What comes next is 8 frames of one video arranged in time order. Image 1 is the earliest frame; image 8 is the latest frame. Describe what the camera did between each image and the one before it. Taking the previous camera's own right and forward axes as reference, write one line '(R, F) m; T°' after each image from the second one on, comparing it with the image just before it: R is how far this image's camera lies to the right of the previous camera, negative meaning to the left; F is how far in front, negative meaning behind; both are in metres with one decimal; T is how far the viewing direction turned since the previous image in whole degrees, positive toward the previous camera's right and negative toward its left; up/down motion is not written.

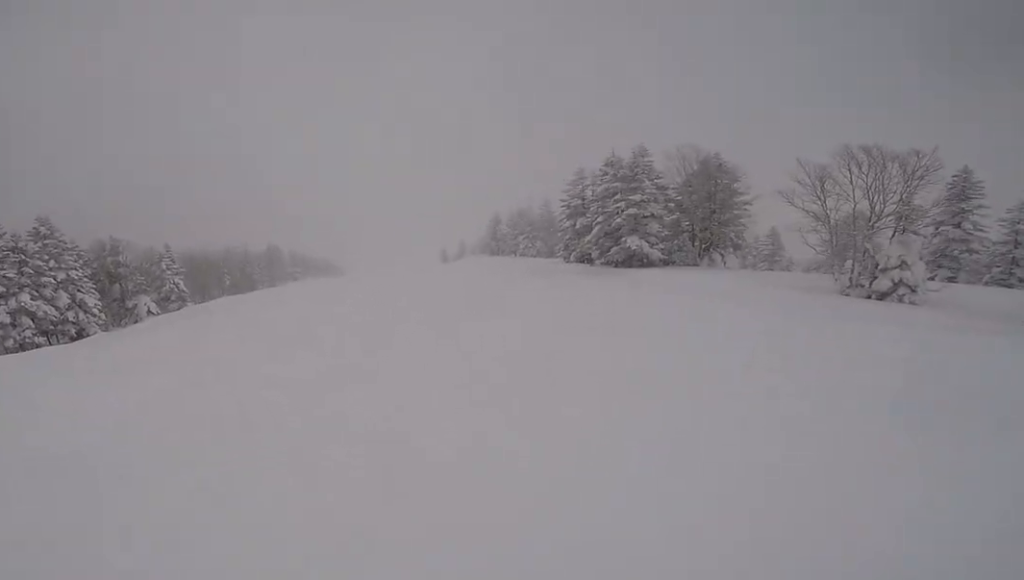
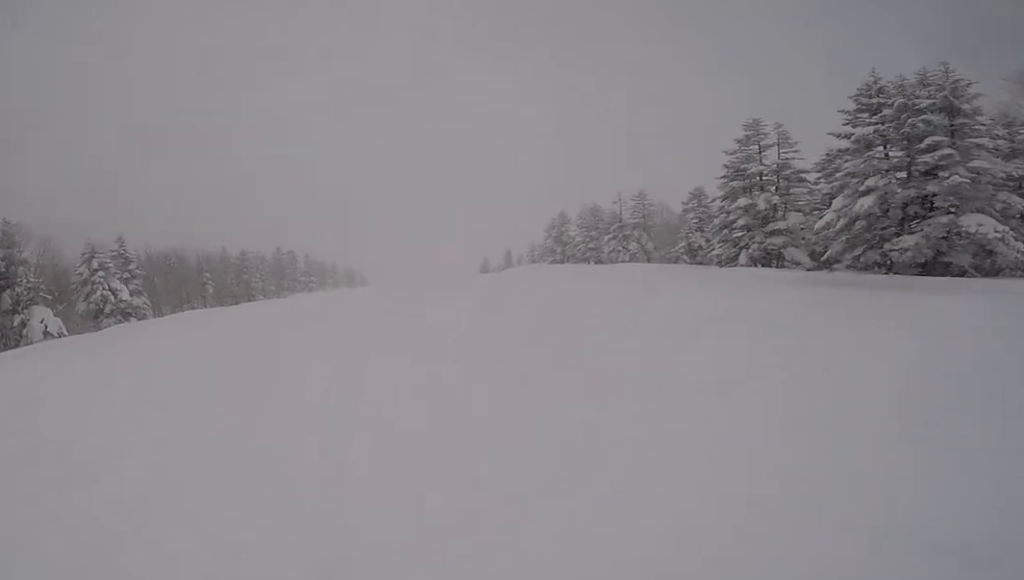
(-1.1, +16.0) m; -2°
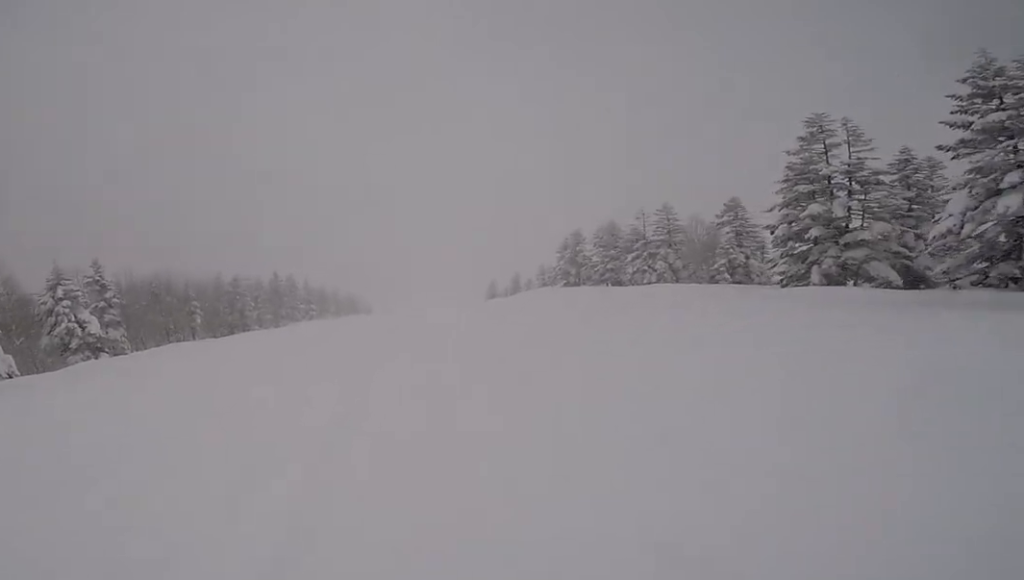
(+0.8, +4.2) m; 0°
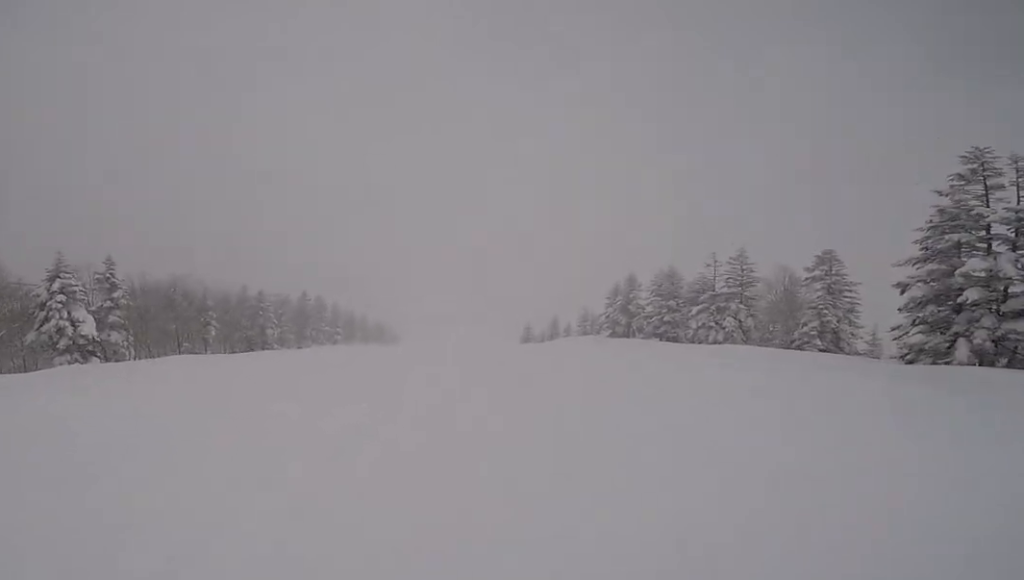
(+0.8, +4.2) m; 0°
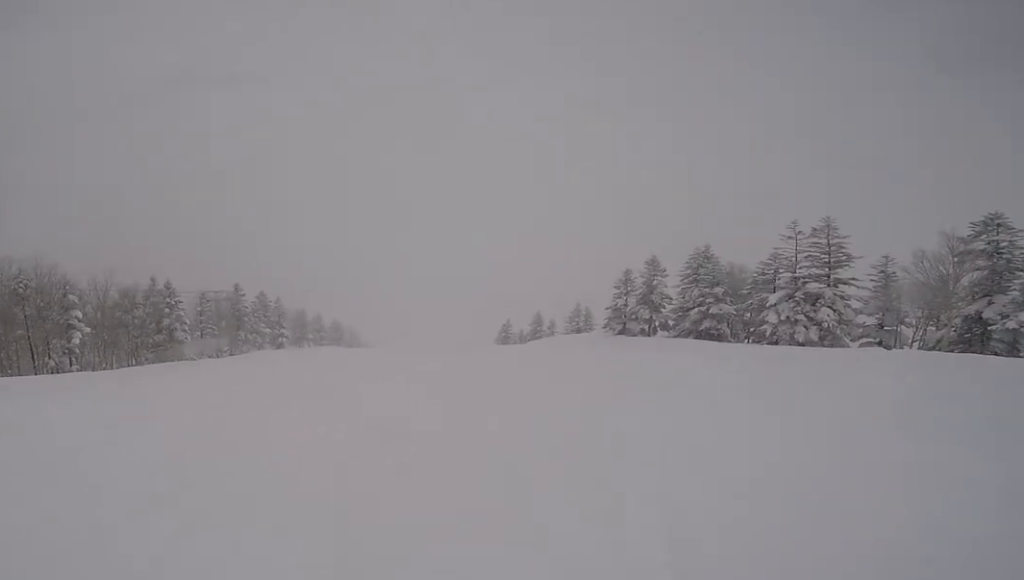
(-1.2, +13.1) m; +1°
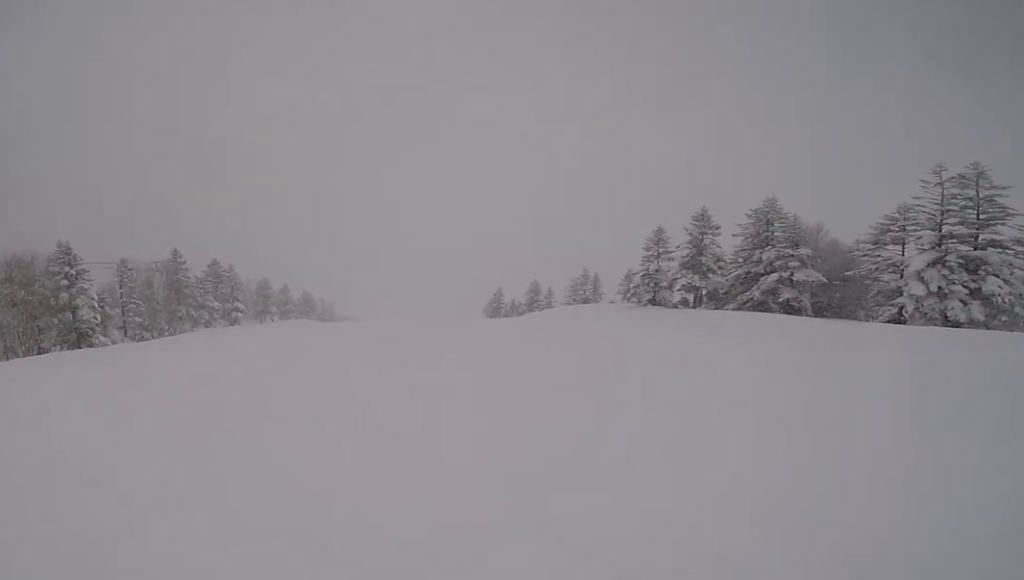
(+0.7, +9.7) m; +3°
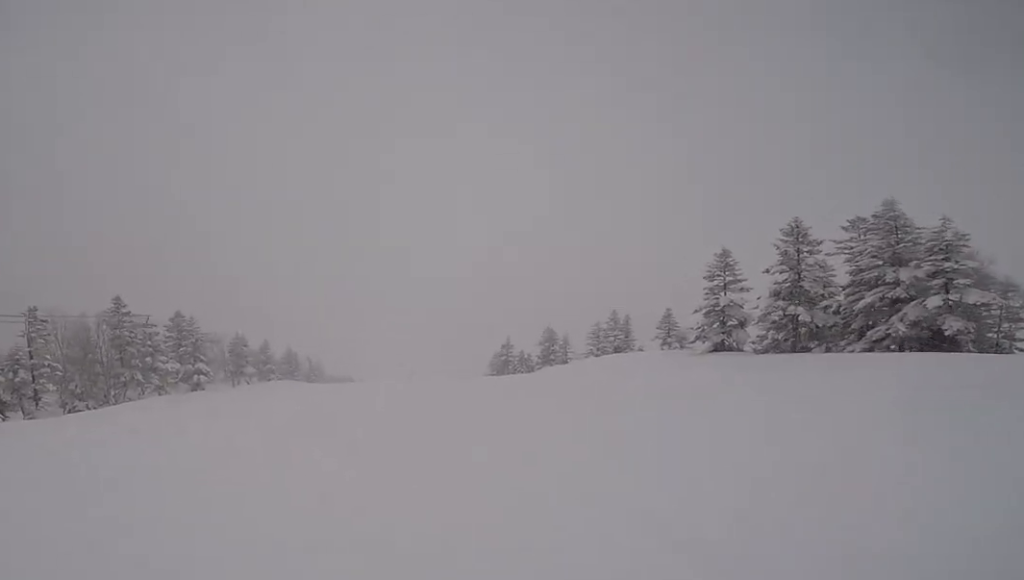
(-0.1, +9.2) m; +6°
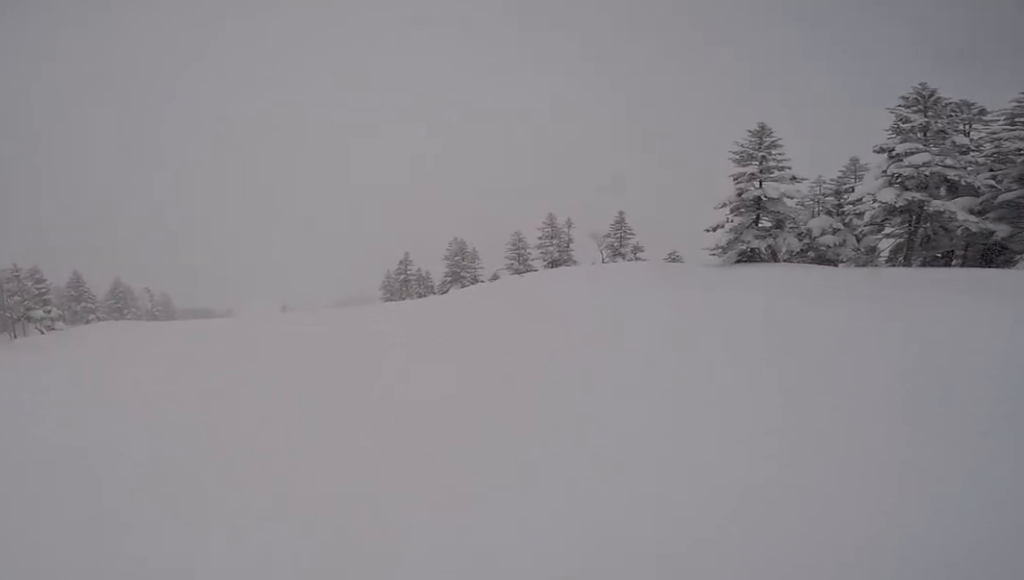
(+1.7, +13.2) m; -1°
